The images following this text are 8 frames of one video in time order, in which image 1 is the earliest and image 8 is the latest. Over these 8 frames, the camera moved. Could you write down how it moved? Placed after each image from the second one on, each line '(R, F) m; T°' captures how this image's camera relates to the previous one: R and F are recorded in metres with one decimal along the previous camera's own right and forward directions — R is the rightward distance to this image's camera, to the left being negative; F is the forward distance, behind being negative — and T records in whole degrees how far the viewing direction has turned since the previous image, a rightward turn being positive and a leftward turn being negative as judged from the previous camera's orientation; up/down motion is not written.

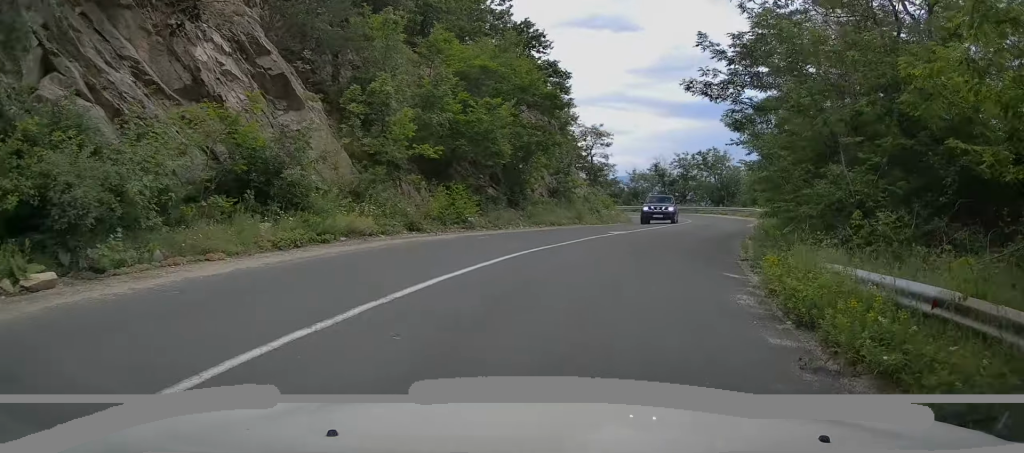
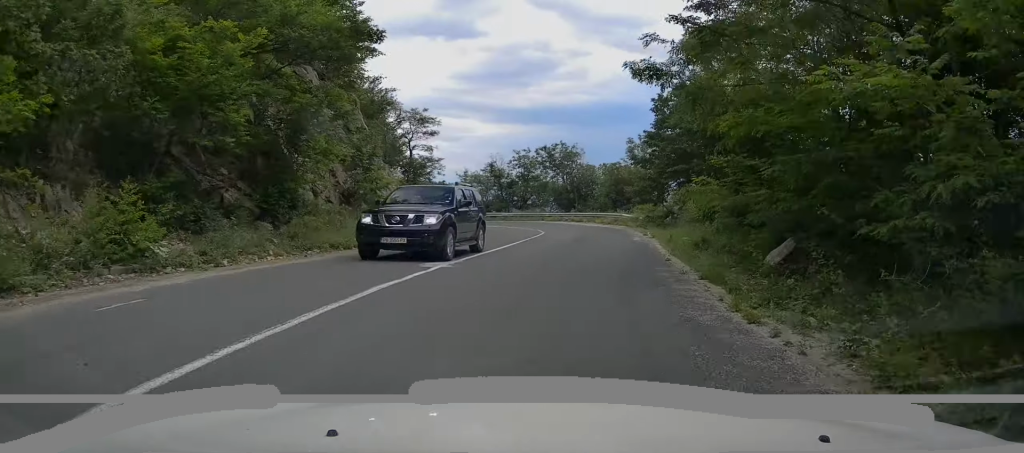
(+1.4, +10.0) m; +12°
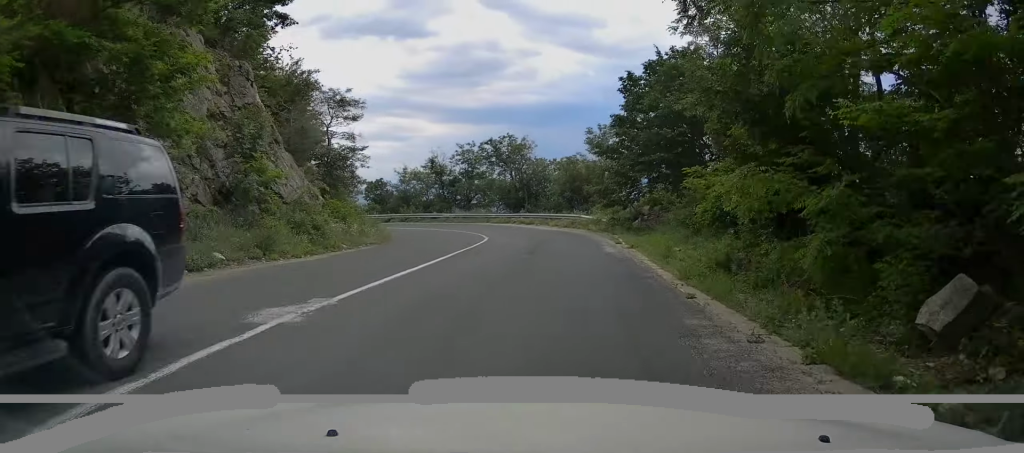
(+0.3, +5.7) m; +4°
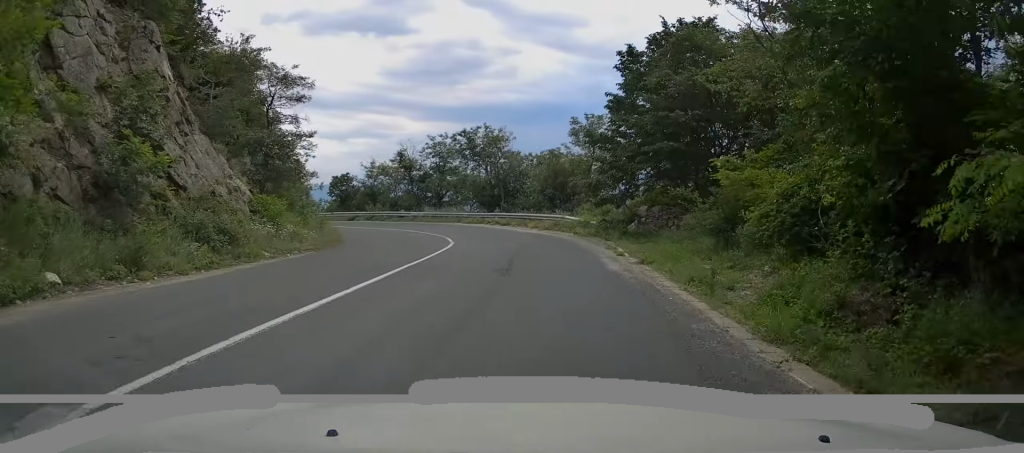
(+0.1, +4.4) m; +1°
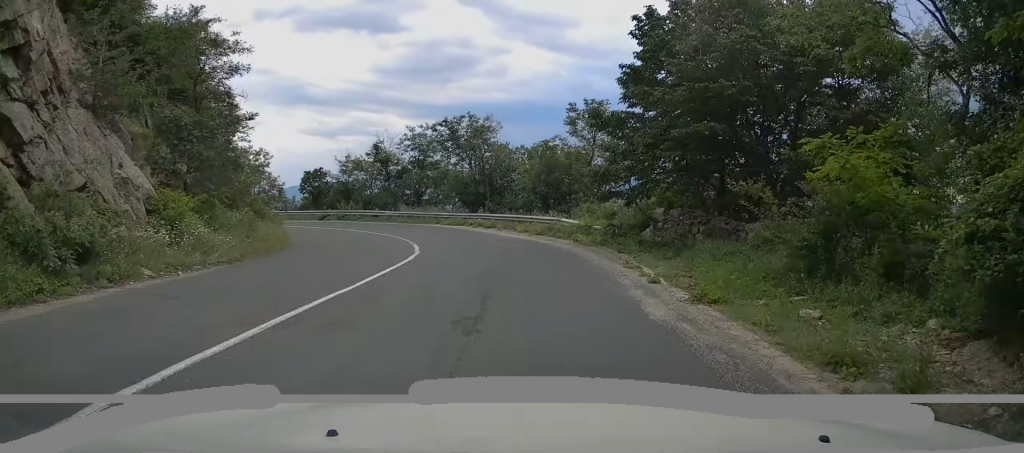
(+0.1, +4.7) m; +1°
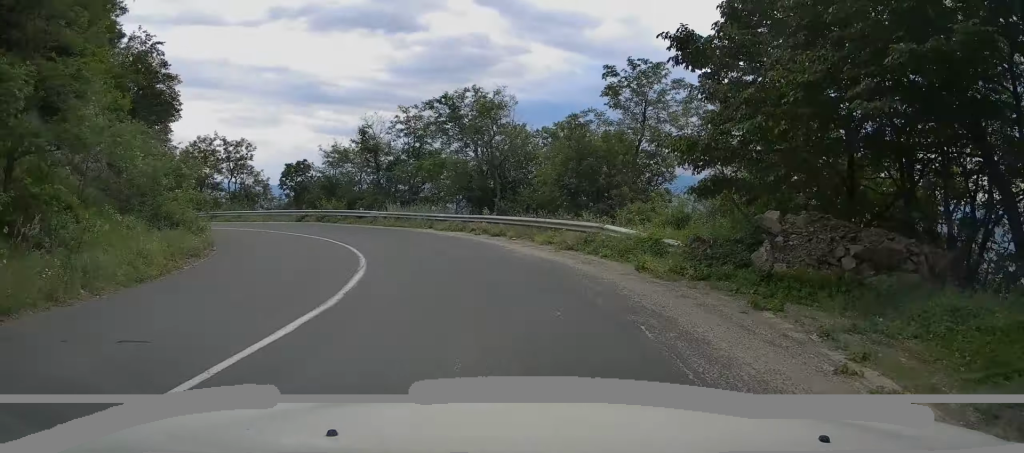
(0.0, +7.9) m; -4°
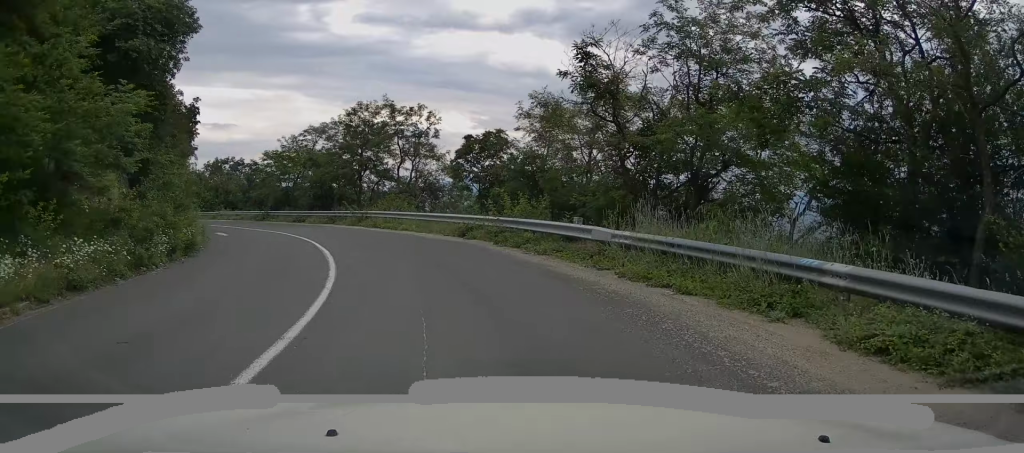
(-3.1, +18.6) m; -23°
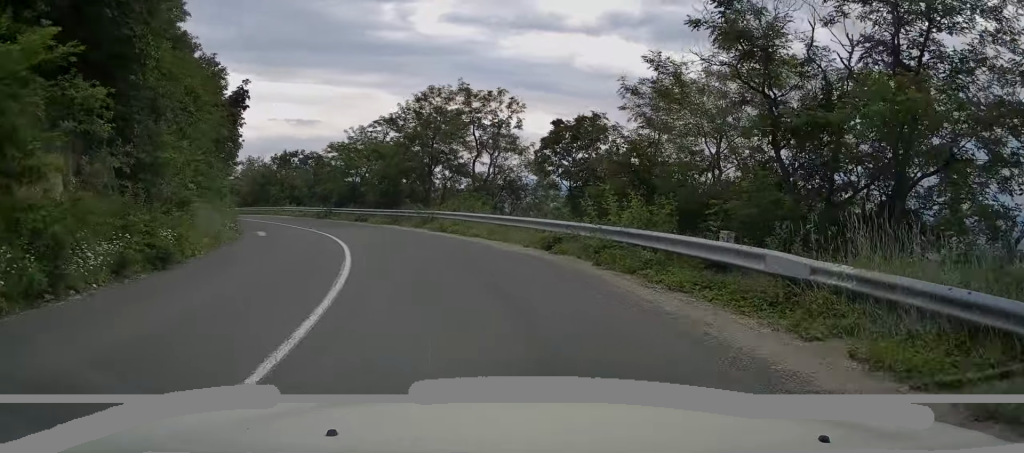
(-0.4, +5.2) m; -7°
